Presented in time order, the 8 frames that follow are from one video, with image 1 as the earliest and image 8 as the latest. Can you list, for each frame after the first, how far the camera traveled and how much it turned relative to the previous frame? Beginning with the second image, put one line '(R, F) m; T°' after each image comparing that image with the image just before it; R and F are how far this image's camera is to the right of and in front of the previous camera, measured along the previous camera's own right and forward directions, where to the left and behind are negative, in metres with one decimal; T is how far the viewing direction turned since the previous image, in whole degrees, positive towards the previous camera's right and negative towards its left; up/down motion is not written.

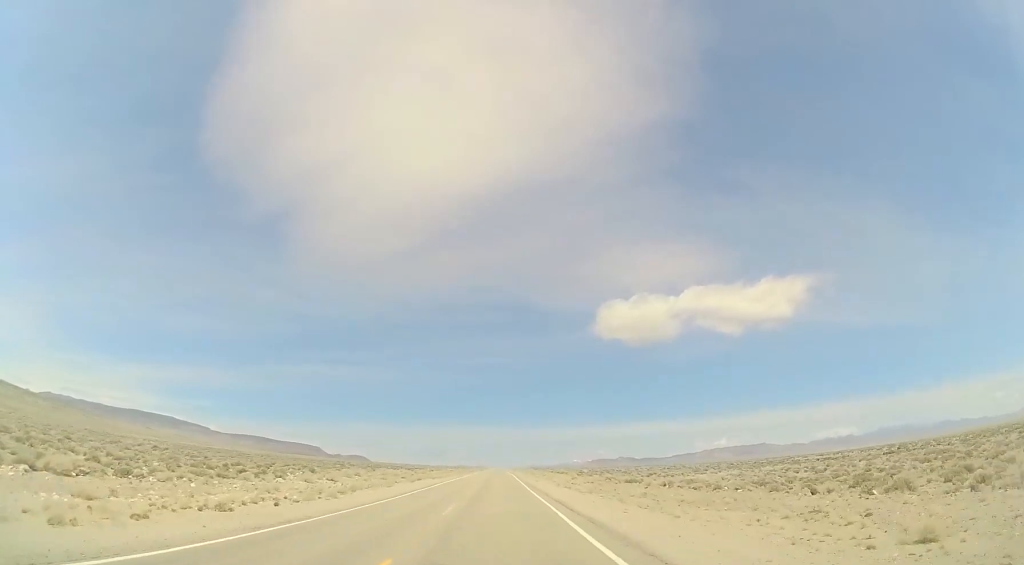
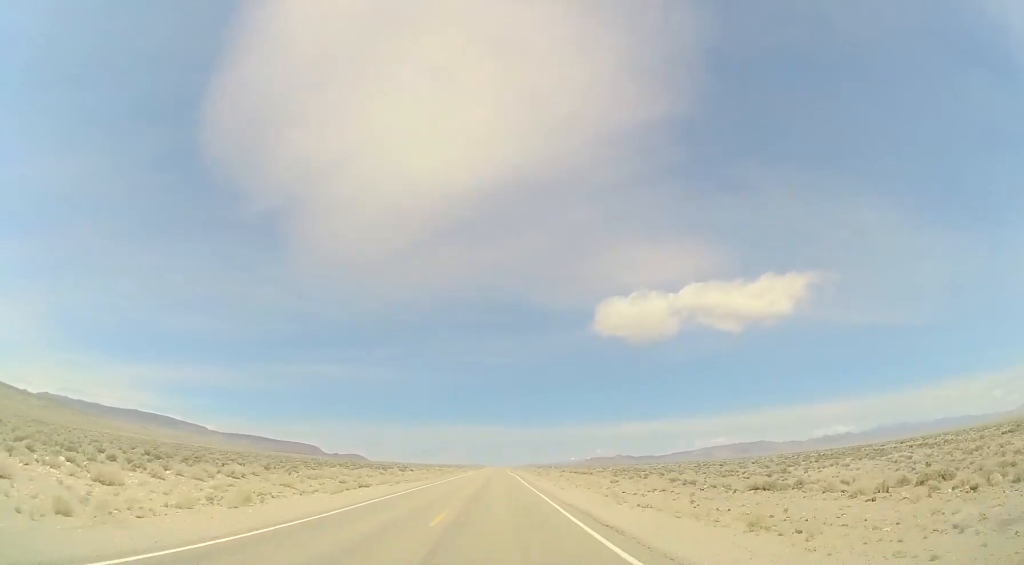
(+0.3, +28.5) m; 0°
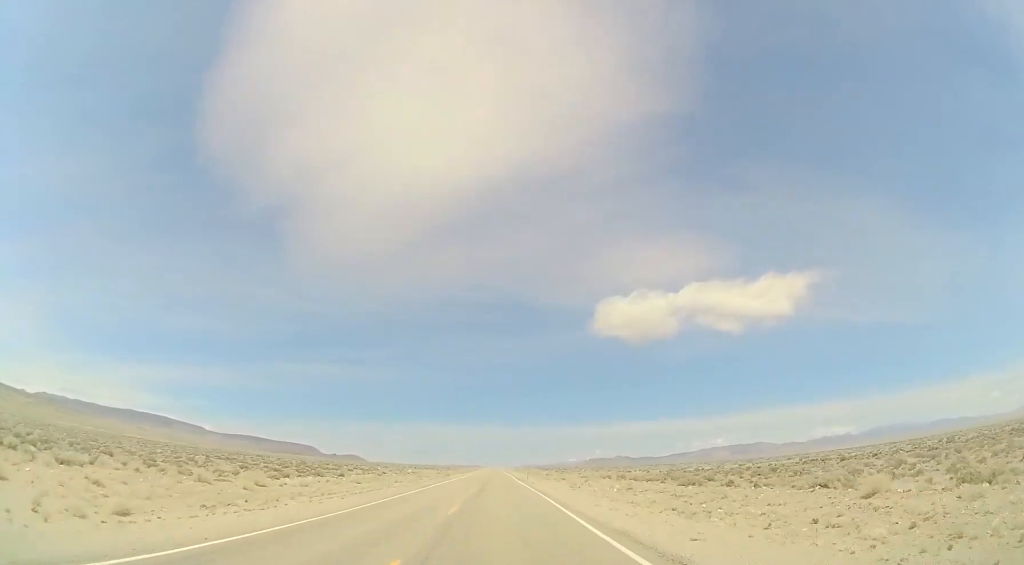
(+0.2, +45.2) m; +1°
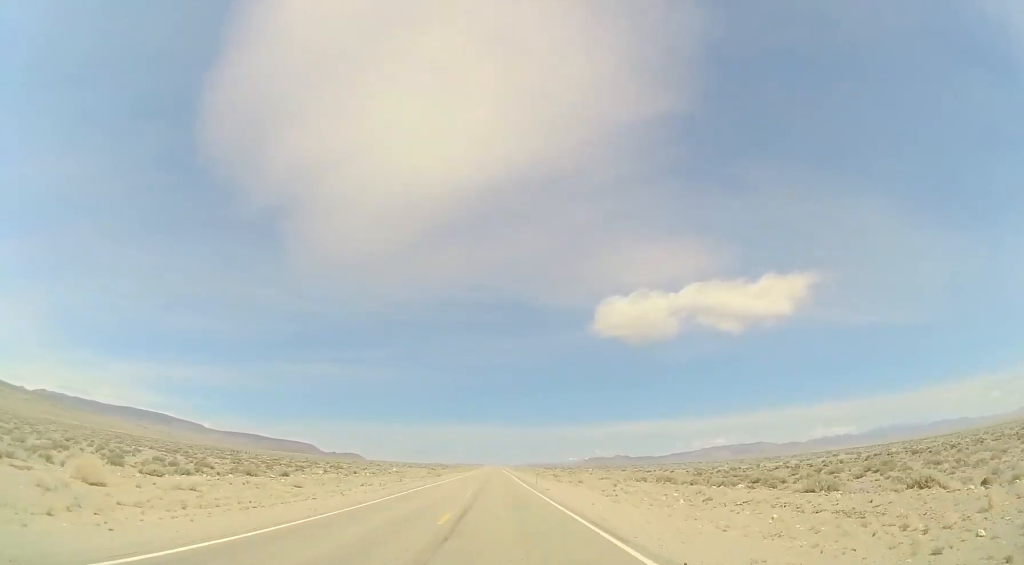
(+0.2, +15.4) m; 0°
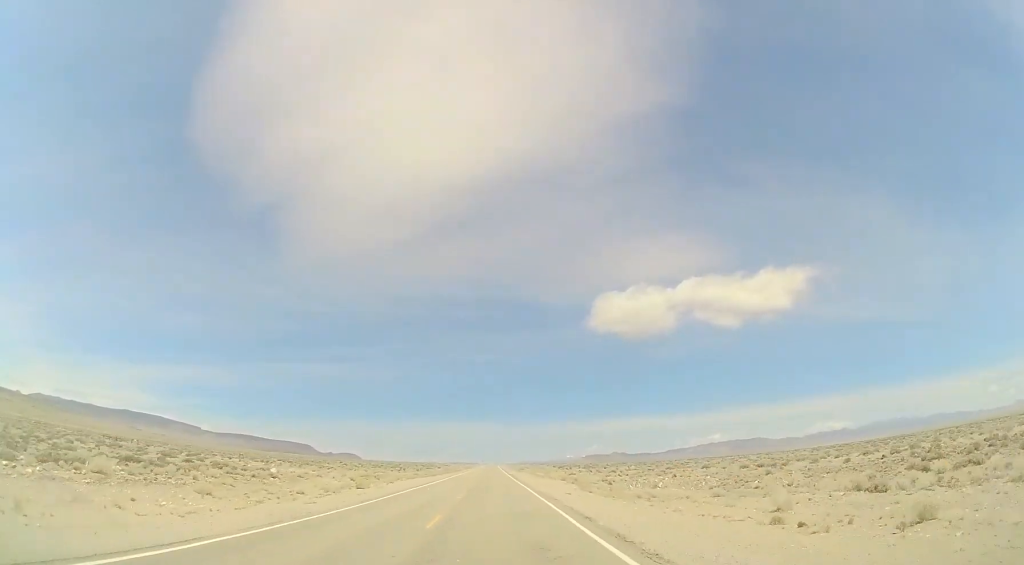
(-0.8, +49.8) m; -1°
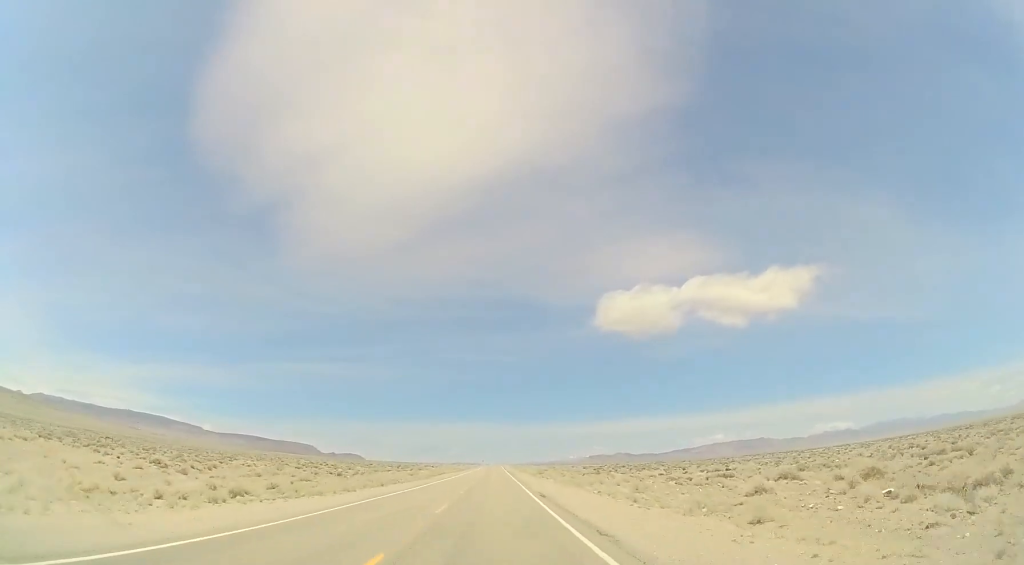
(+0.2, +56.7) m; +1°
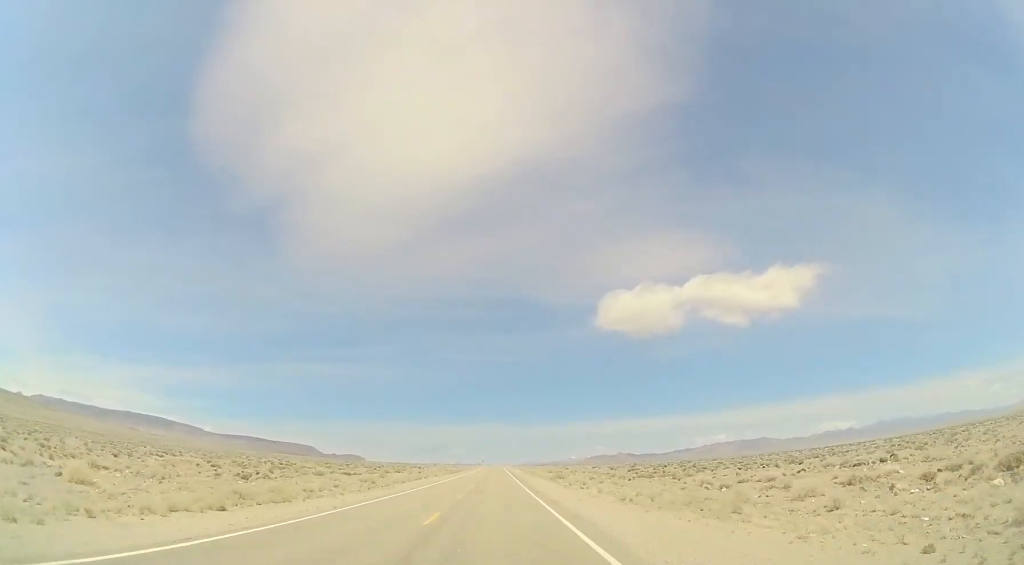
(+0.3, +29.0) m; 0°
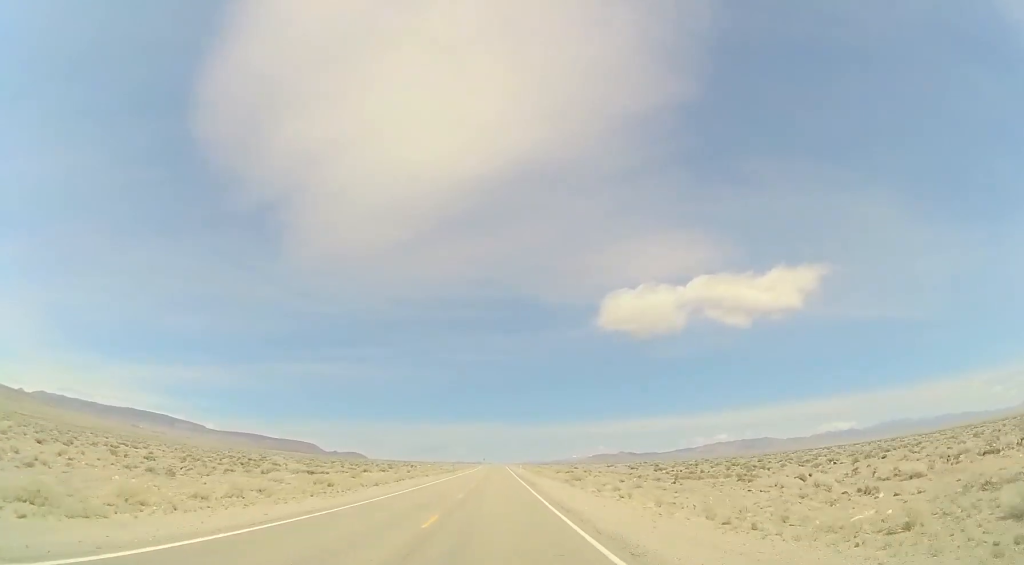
(-0.1, +13.4) m; 0°
